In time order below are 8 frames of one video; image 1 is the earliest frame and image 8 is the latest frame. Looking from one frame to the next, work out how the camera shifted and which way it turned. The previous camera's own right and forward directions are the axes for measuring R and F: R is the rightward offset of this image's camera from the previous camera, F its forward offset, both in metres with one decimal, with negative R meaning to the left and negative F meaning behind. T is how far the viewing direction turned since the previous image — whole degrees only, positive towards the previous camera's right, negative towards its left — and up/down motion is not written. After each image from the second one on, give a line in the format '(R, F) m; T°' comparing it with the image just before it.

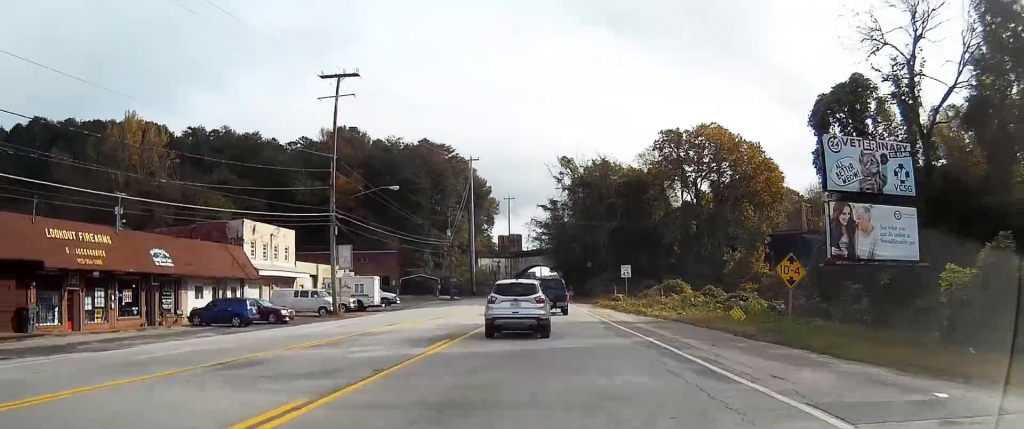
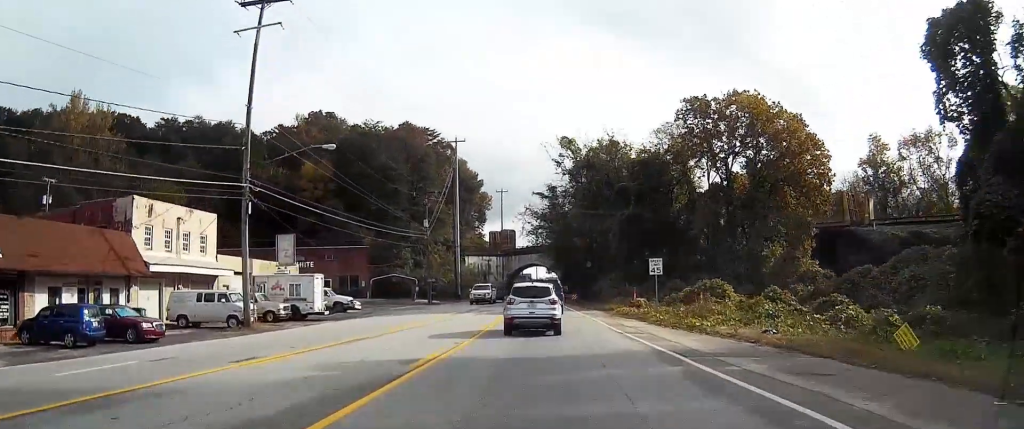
(-0.3, +16.0) m; -2°
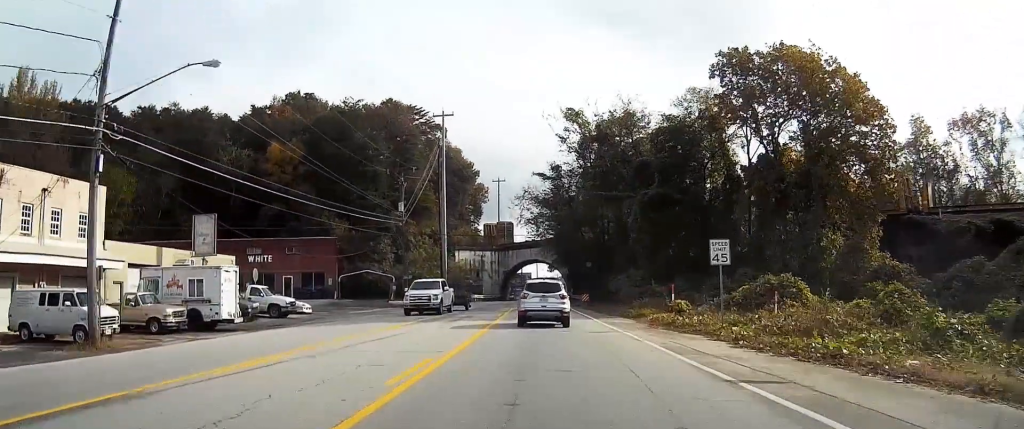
(-0.1, +14.7) m; -1°
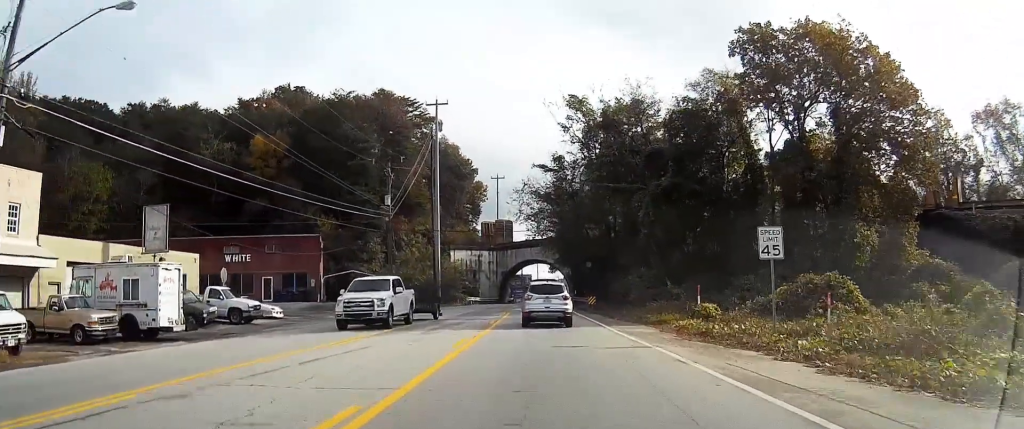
(-0.1, +6.1) m; 0°
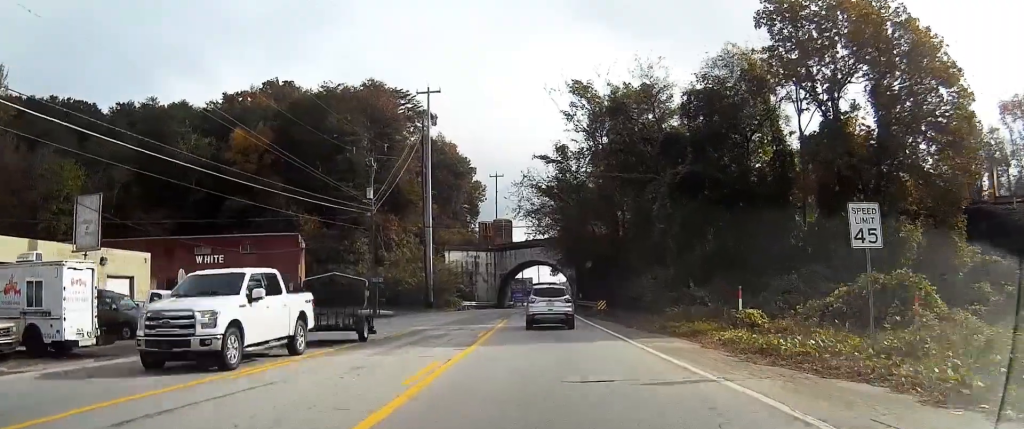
(-0.1, +6.7) m; 0°
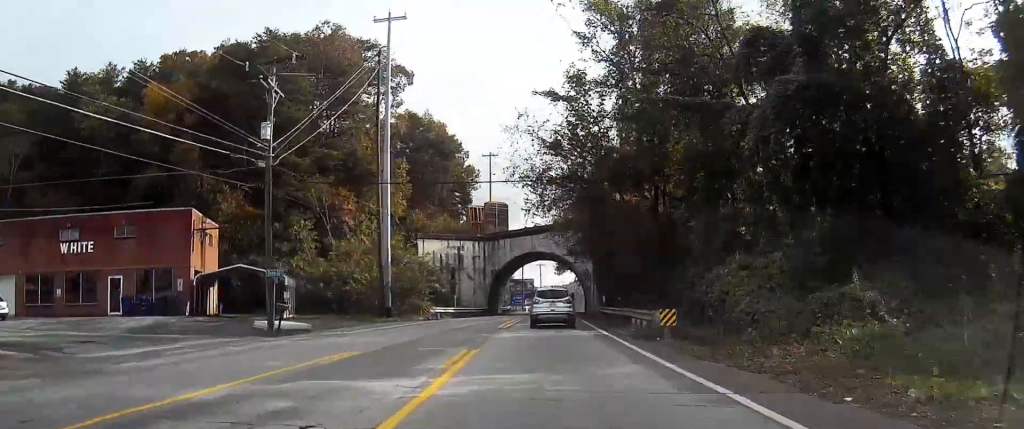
(0.0, +21.2) m; -1°
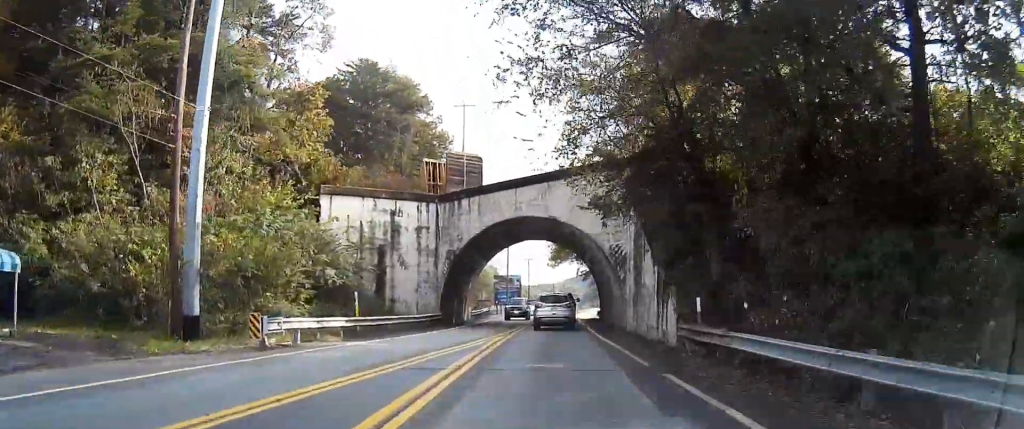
(0.0, +27.9) m; +3°
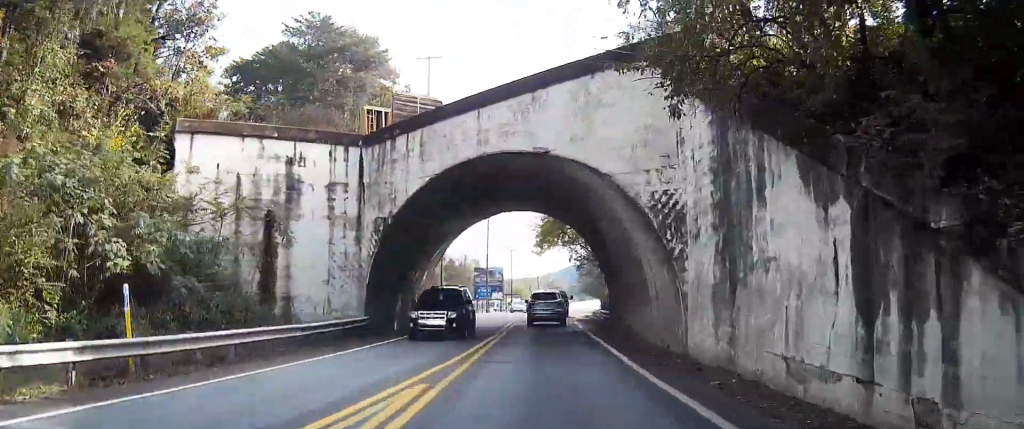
(+0.5, +14.9) m; +2°
